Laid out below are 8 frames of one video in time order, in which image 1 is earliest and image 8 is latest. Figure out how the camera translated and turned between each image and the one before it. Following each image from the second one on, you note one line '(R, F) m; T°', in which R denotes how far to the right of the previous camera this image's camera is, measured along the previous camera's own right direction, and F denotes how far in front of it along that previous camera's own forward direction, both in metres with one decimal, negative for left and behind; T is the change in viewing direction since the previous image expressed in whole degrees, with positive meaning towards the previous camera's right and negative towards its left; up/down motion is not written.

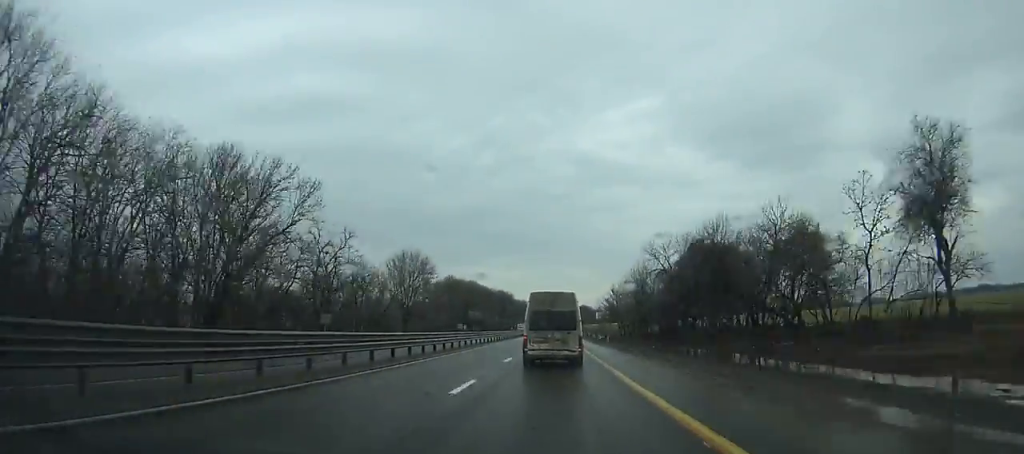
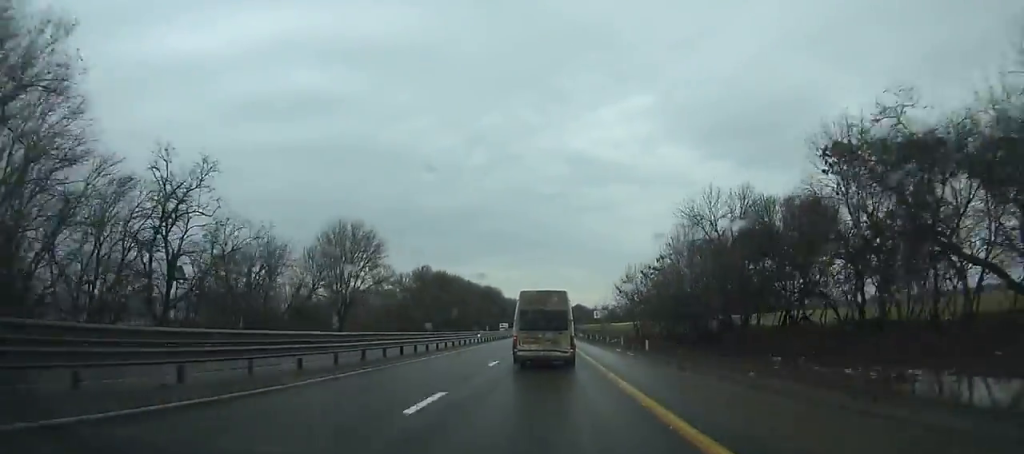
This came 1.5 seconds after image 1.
(0.0, +26.7) m; 0°
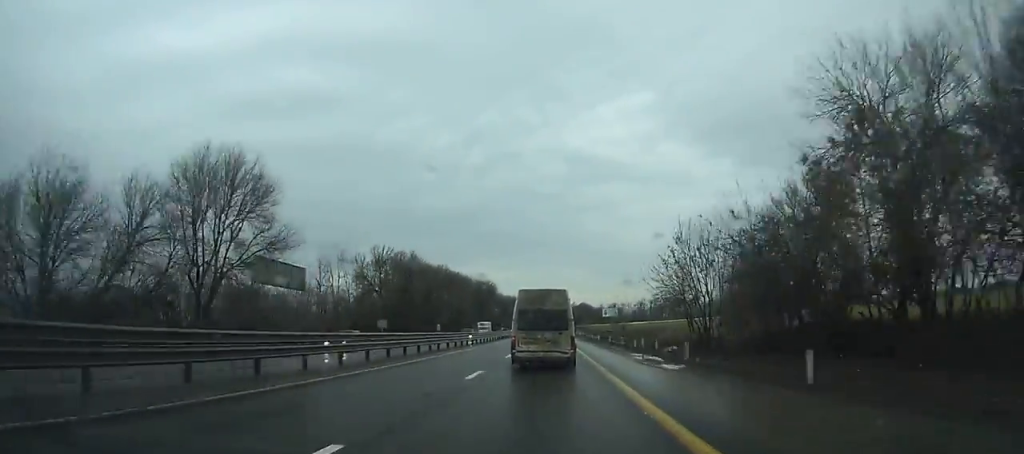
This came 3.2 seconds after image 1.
(+0.3, +29.9) m; 0°
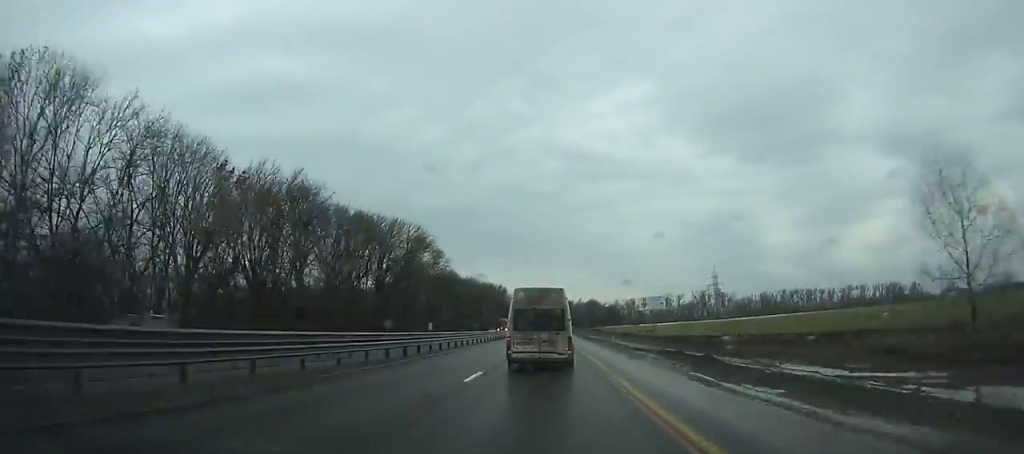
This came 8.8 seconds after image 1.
(0.0, +96.0) m; 0°
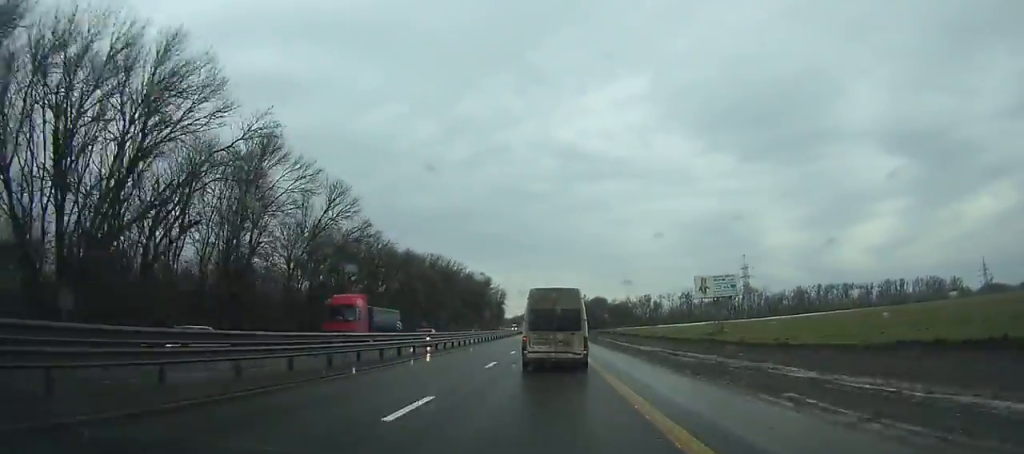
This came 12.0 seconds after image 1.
(-0.1, +53.3) m; 0°
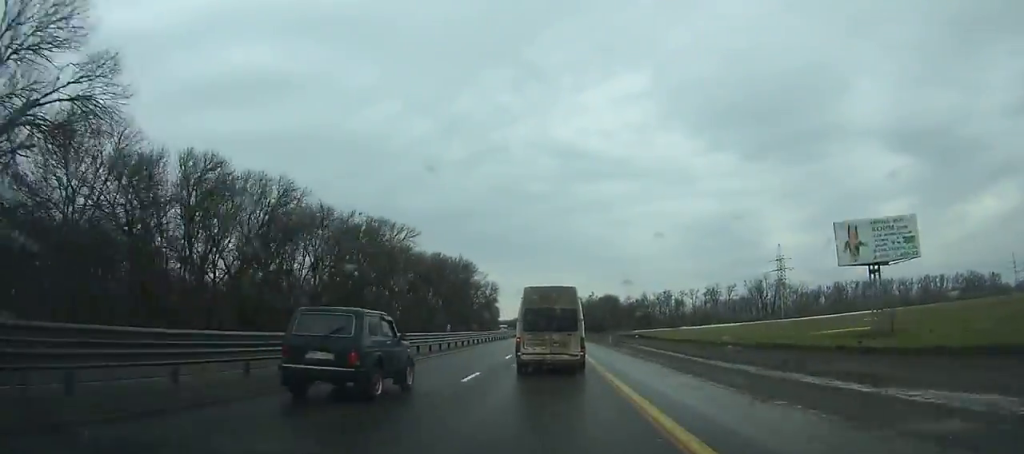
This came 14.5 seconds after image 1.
(0.0, +41.2) m; 0°
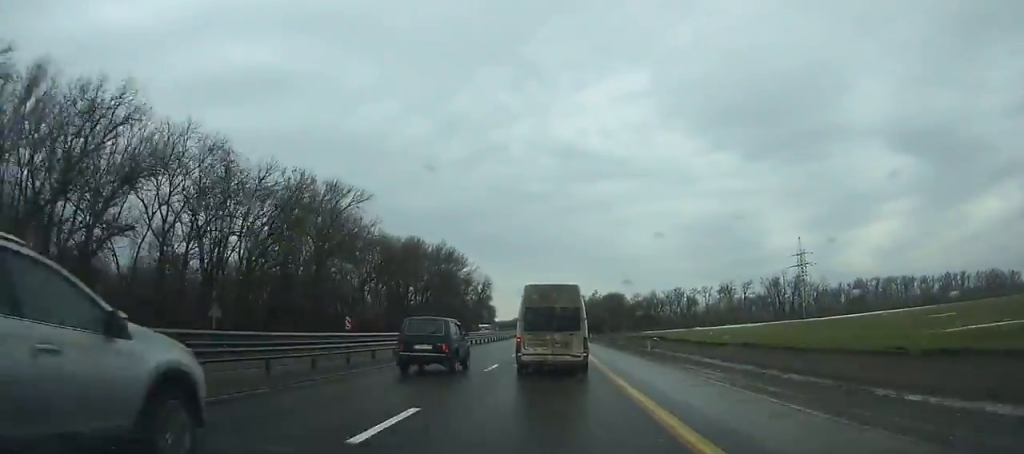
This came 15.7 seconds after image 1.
(0.0, +19.7) m; 0°
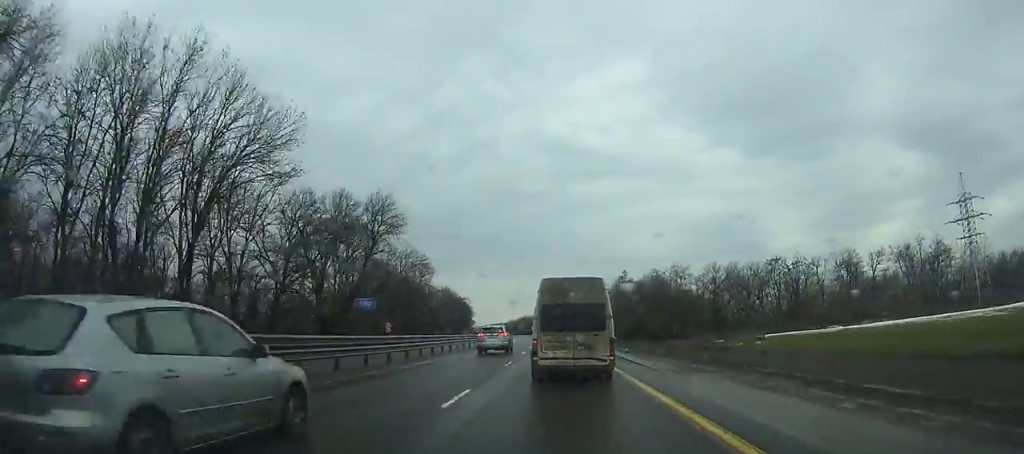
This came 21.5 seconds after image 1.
(-1.8, +97.6) m; -3°
